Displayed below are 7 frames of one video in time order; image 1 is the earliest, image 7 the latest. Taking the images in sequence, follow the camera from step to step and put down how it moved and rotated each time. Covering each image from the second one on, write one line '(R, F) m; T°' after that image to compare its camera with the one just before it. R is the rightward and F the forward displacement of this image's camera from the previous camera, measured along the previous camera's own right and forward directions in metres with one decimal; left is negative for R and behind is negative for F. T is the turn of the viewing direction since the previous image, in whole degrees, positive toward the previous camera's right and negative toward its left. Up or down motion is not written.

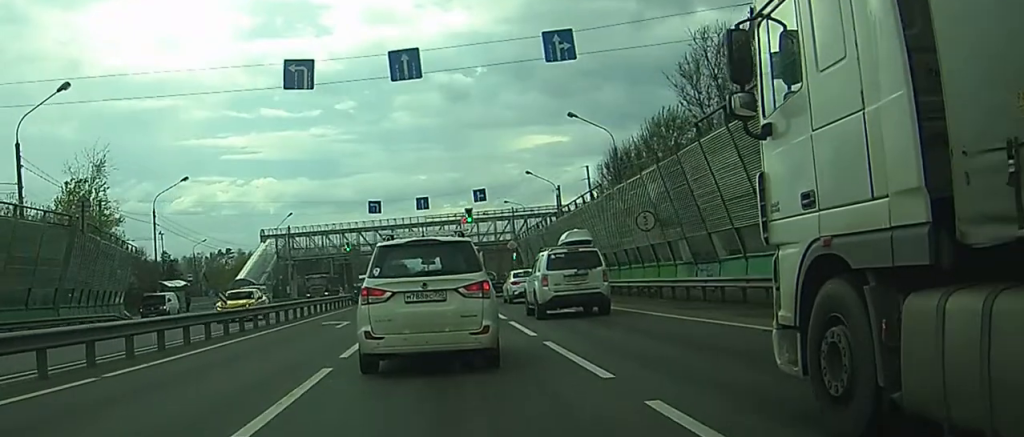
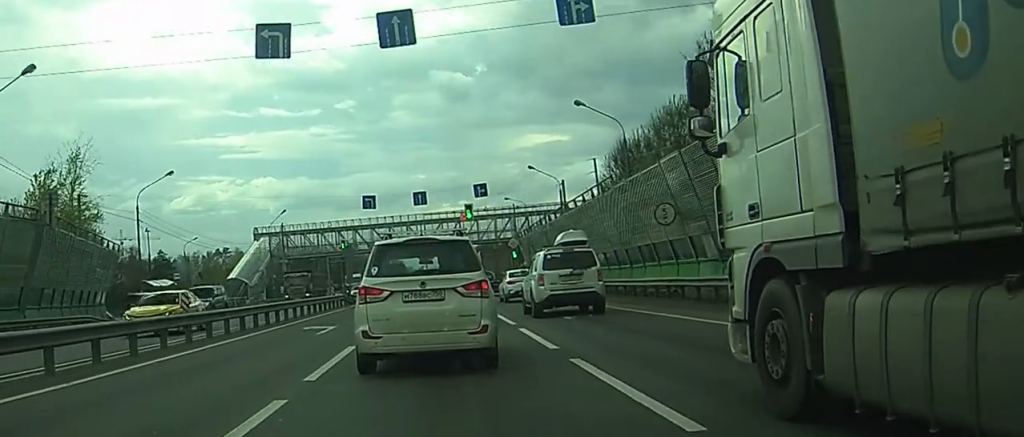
(0.0, +4.0) m; 0°
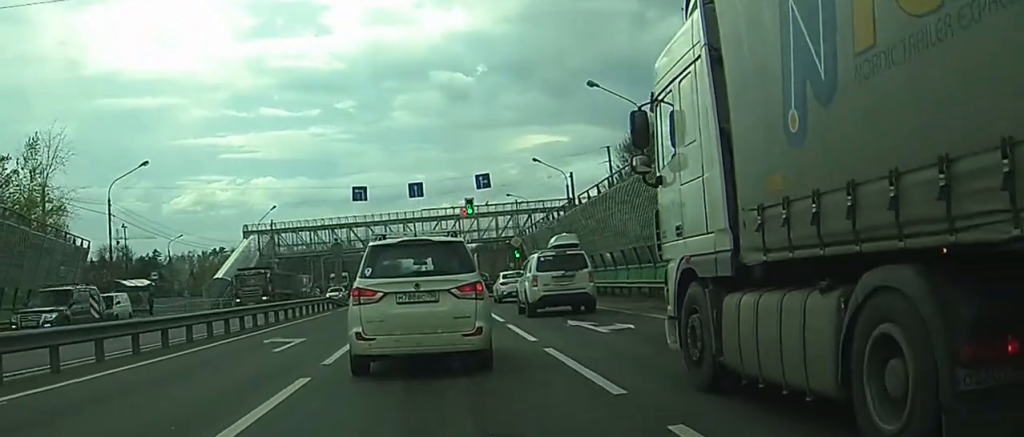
(0.0, +6.3) m; 0°
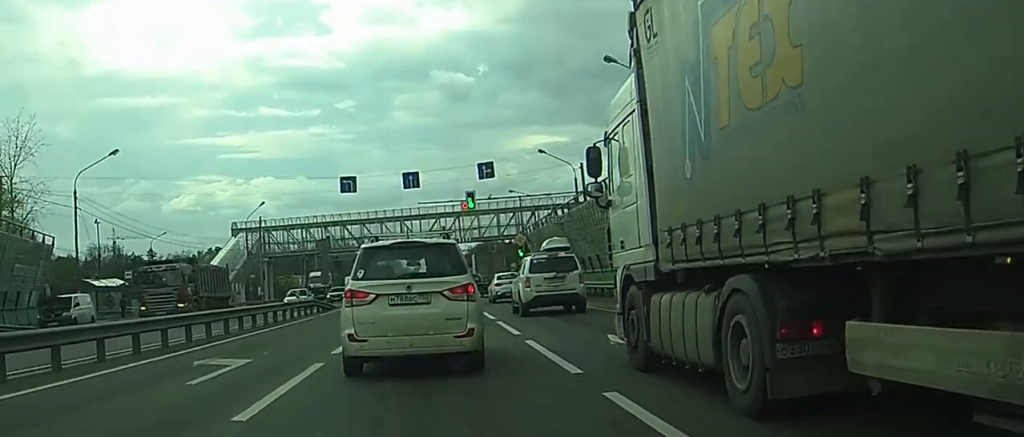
(+0.1, +6.3) m; 0°
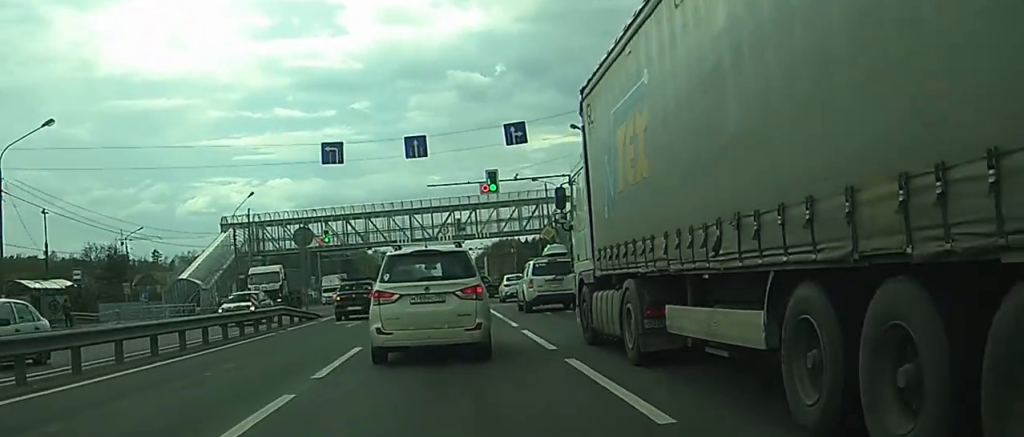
(+0.4, +13.0) m; +5°
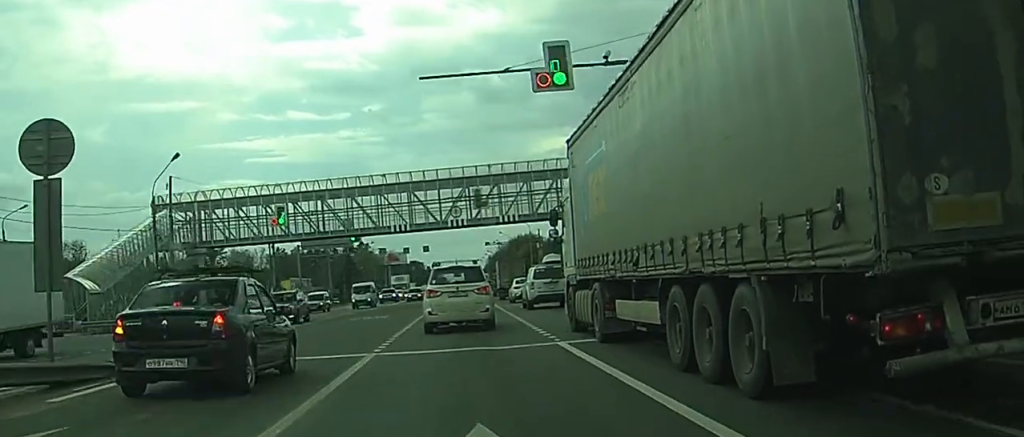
(+1.2, +26.6) m; +4°
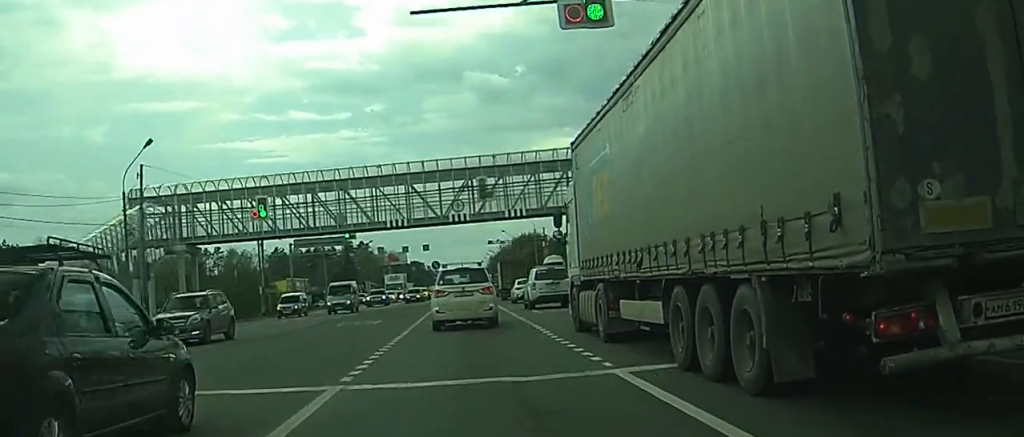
(0.0, +5.3) m; 0°
